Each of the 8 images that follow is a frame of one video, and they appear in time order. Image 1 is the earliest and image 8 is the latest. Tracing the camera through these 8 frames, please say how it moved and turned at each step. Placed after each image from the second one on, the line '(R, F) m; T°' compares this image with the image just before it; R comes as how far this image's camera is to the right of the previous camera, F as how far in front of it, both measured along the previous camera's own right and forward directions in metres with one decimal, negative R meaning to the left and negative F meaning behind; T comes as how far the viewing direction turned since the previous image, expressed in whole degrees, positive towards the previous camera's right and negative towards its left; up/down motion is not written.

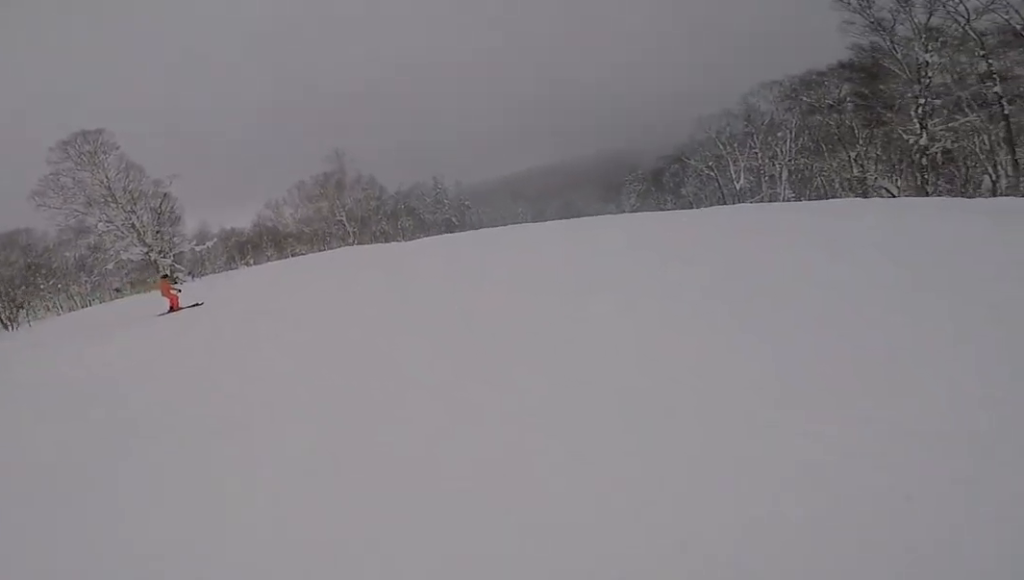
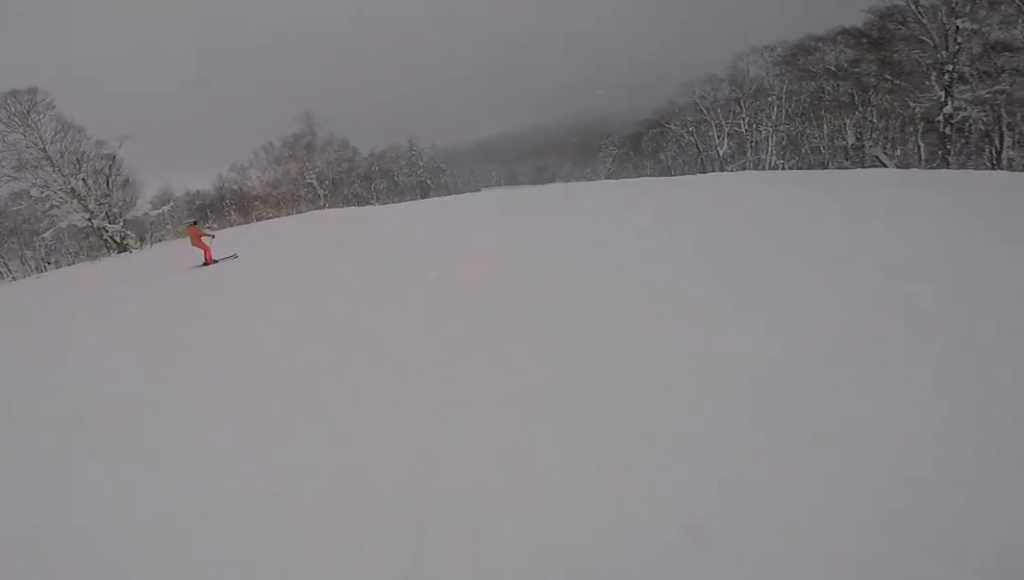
(+0.6, +3.2) m; +7°
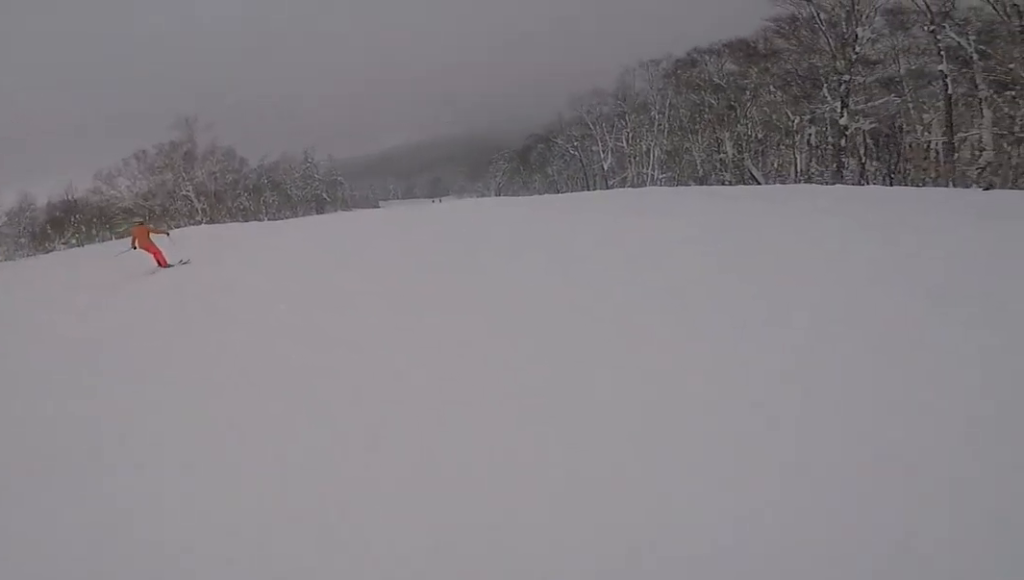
(+0.4, +4.7) m; +8°
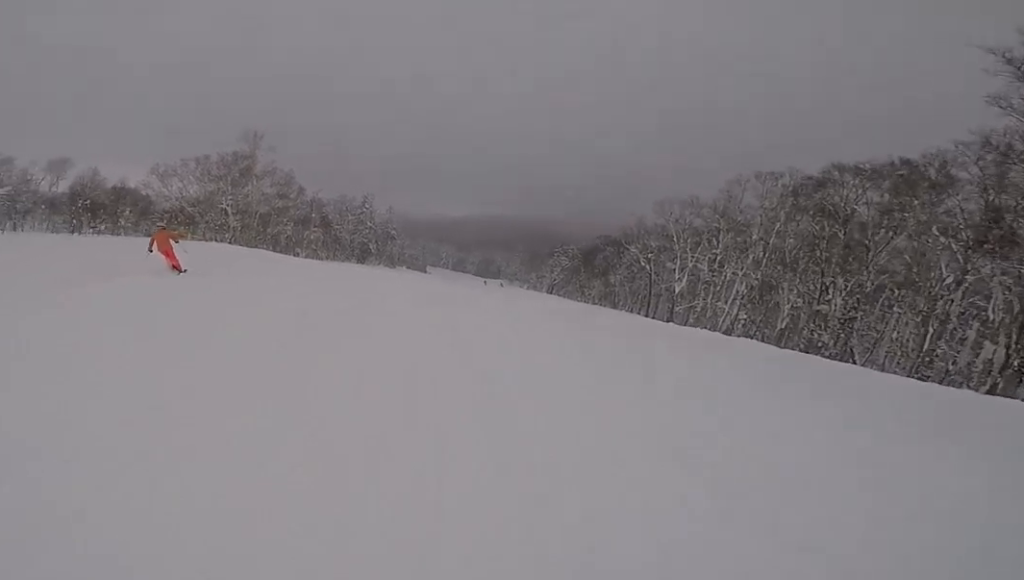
(+0.4, +7.3) m; -9°
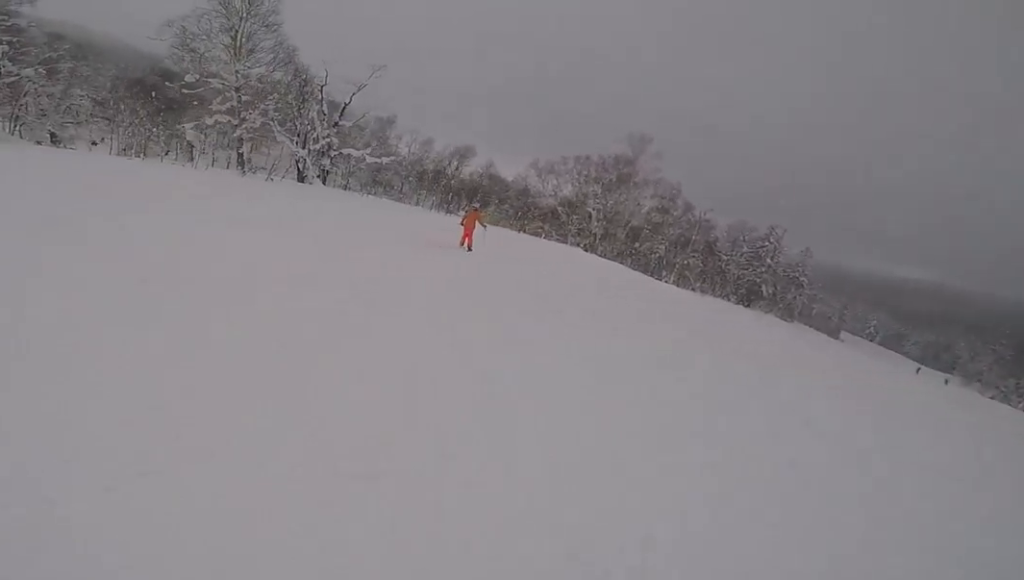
(-1.1, +5.1) m; -10°
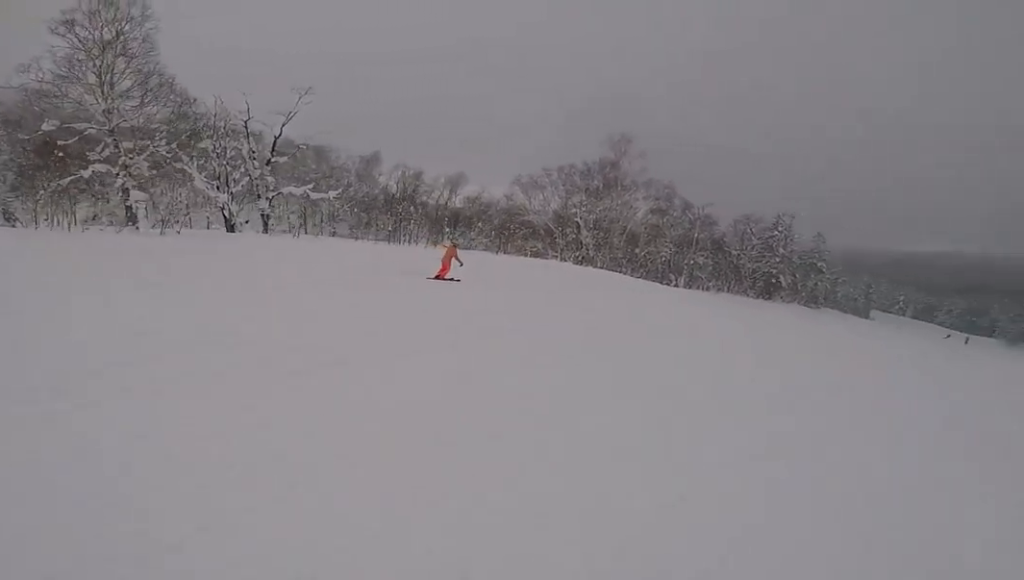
(-0.3, +6.8) m; -2°
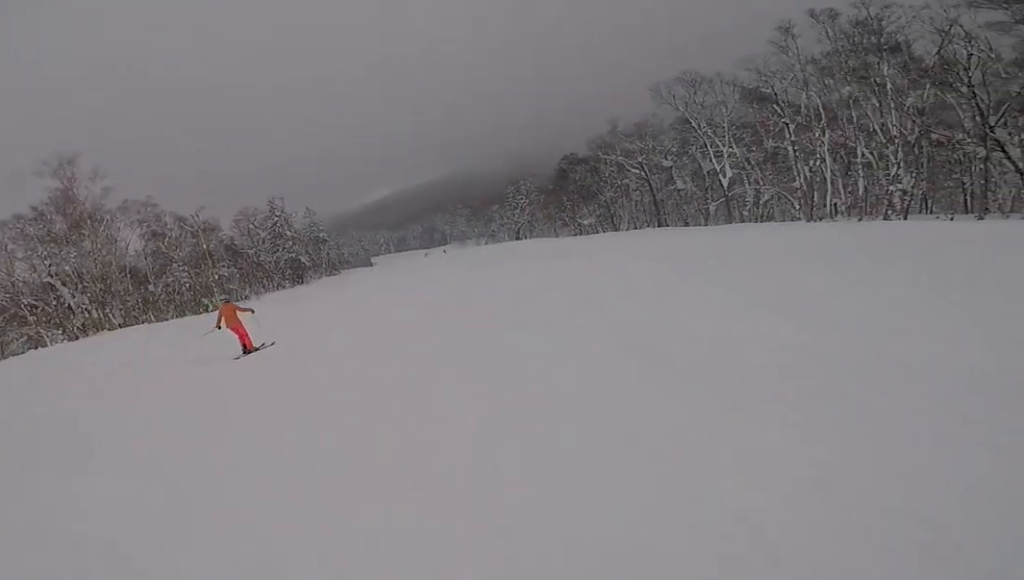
(+1.5, +12.5) m; +16°
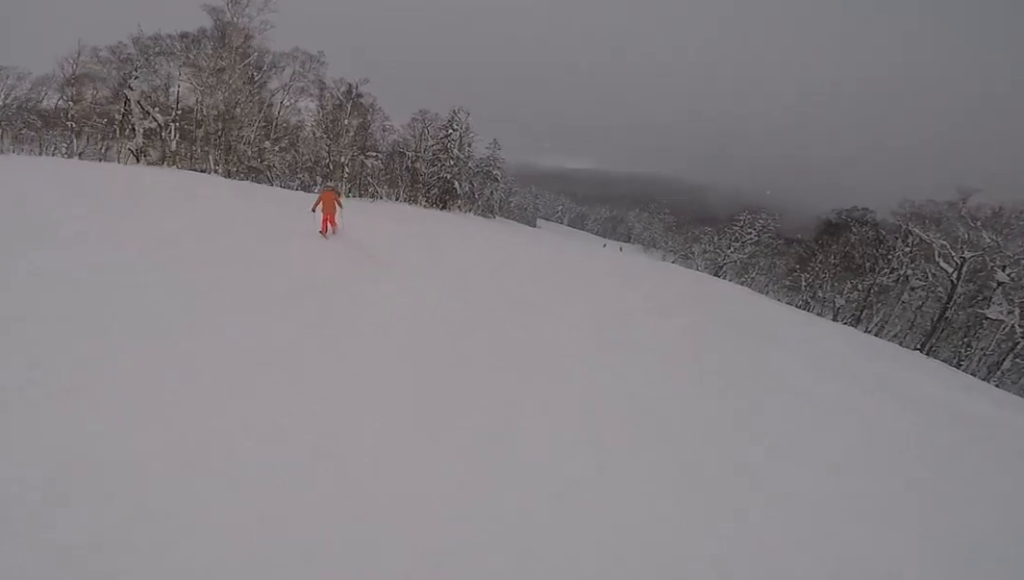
(0.0, +14.0) m; -12°
